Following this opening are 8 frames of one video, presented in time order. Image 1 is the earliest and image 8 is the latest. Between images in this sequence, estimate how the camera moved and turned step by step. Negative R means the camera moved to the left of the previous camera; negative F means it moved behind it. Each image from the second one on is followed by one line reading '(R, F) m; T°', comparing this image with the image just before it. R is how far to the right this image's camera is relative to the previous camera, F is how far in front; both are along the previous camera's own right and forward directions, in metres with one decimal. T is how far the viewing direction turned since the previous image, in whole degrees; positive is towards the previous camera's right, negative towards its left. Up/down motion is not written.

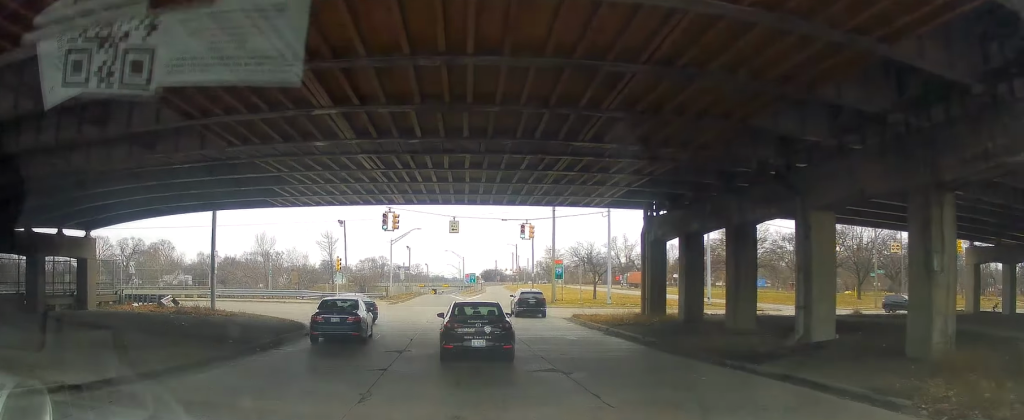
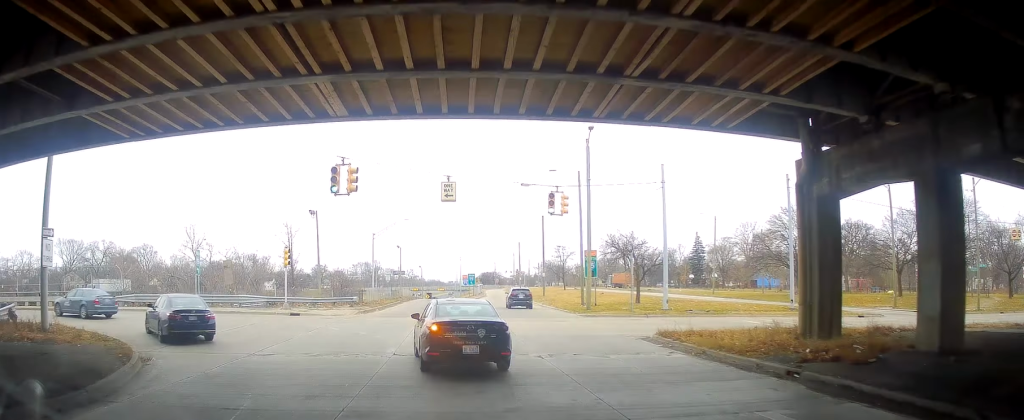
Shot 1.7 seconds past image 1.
(-0.2, +14.9) m; +4°
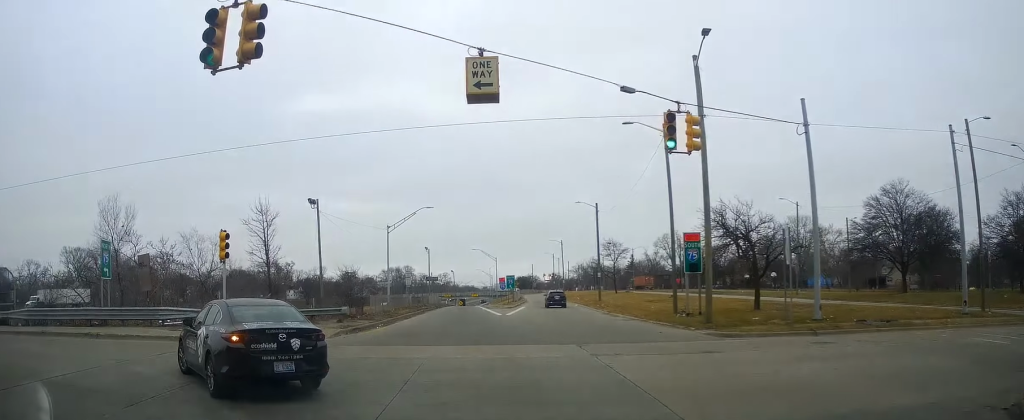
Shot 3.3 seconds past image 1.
(+0.1, +14.3) m; -4°
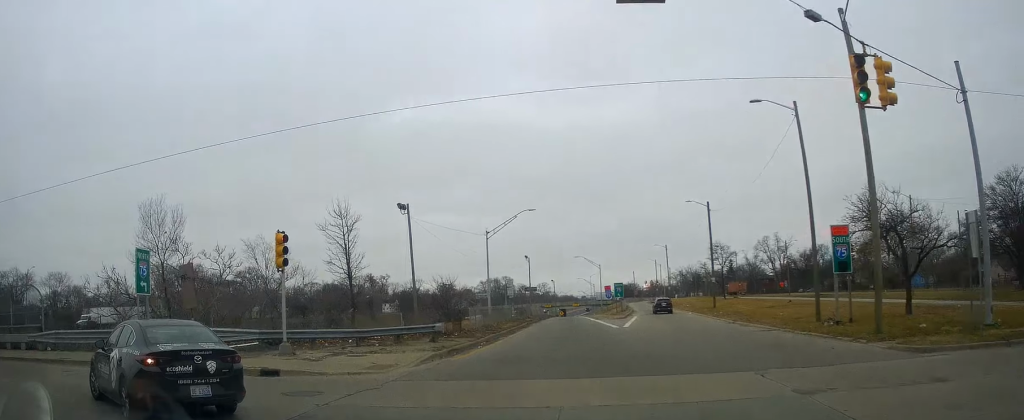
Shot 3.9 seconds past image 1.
(+0.1, +5.3) m; -6°
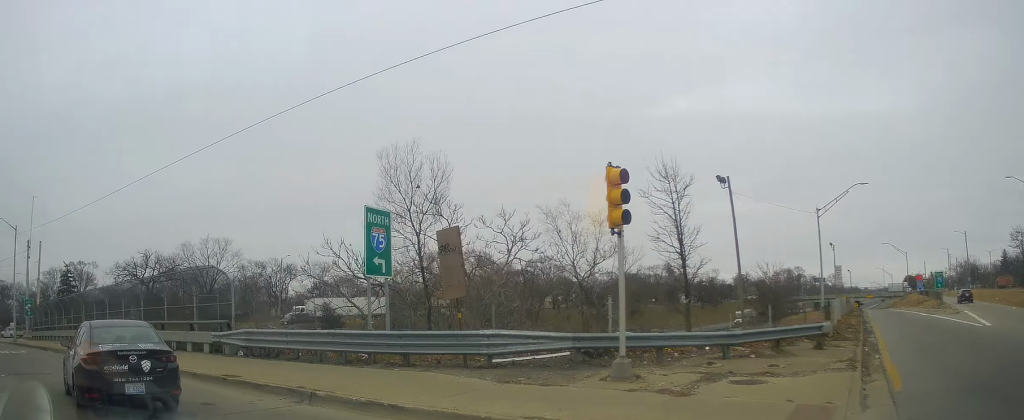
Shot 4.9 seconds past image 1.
(-1.3, +9.1) m; -19°
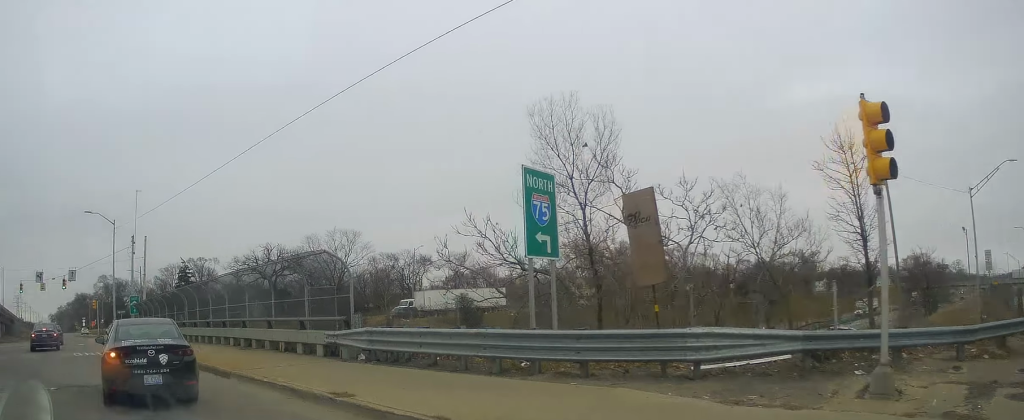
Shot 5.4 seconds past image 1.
(-0.6, +3.9) m; -10°
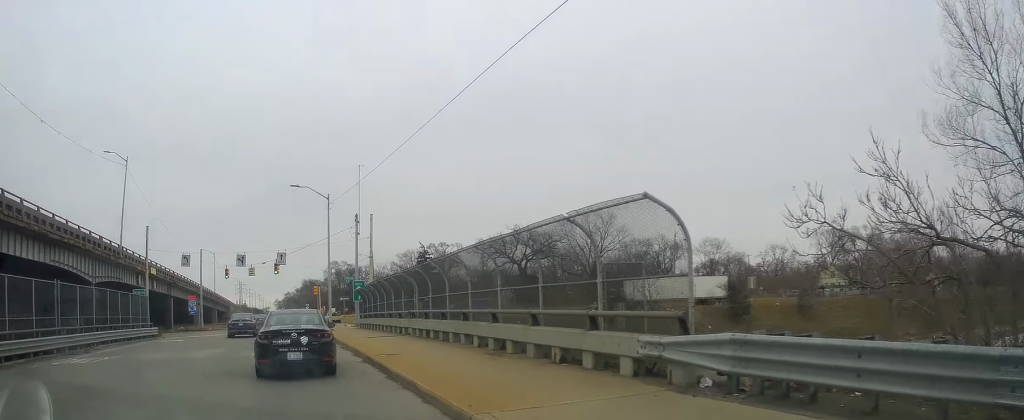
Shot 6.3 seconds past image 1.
(-1.2, +7.1) m; -19°
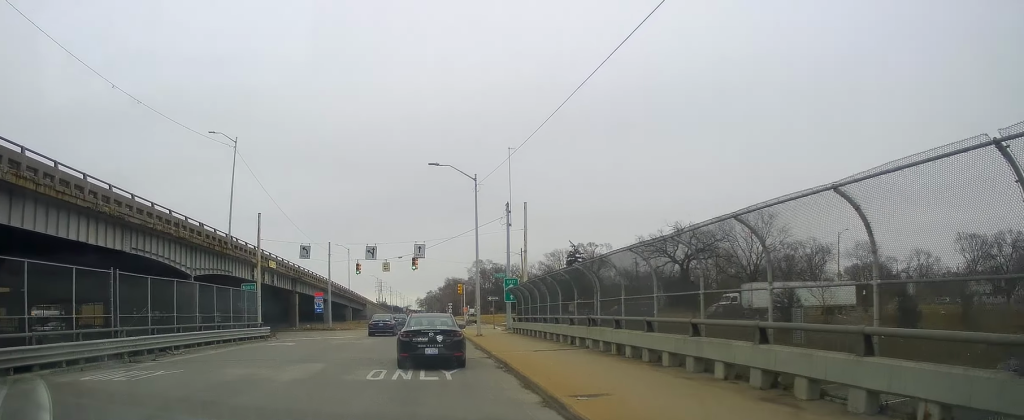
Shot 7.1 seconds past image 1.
(-1.1, +6.3) m; -16°
